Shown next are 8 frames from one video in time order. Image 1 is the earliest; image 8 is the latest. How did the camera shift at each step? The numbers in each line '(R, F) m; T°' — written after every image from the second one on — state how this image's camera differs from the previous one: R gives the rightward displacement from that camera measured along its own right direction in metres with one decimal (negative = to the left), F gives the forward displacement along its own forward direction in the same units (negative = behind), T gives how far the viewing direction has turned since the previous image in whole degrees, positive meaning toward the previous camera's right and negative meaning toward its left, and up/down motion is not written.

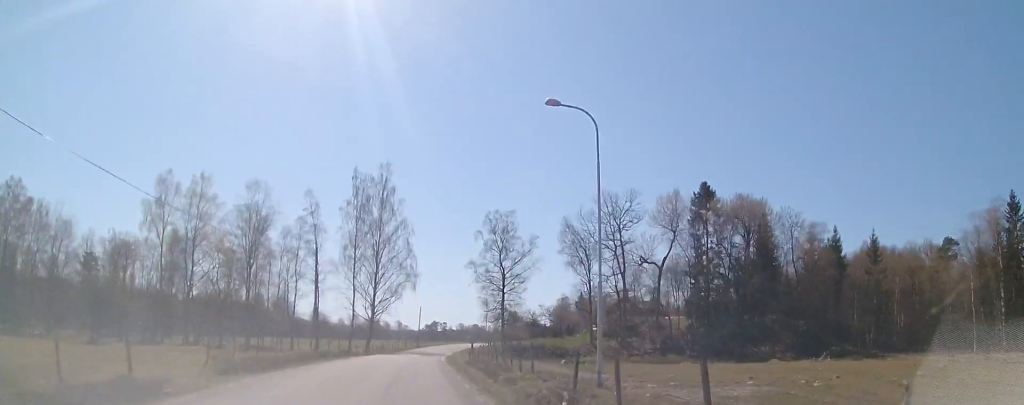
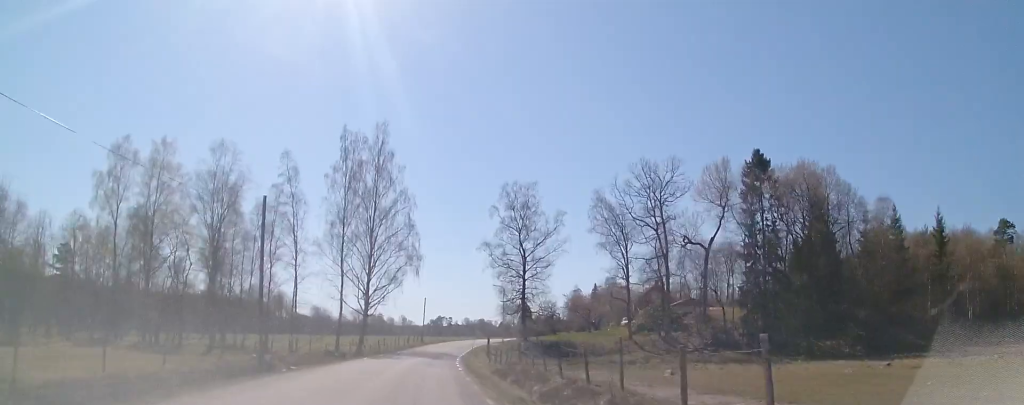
(-0.3, +12.9) m; -1°
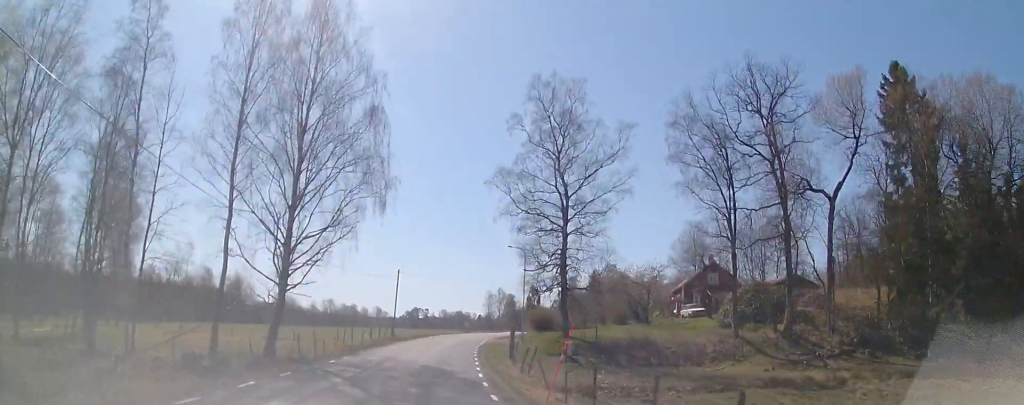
(-0.2, +27.2) m; 0°
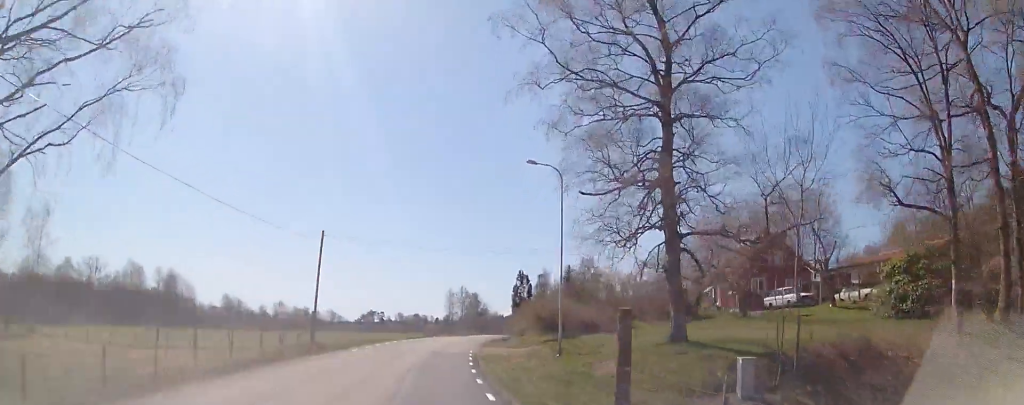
(+0.5, +22.2) m; +2°
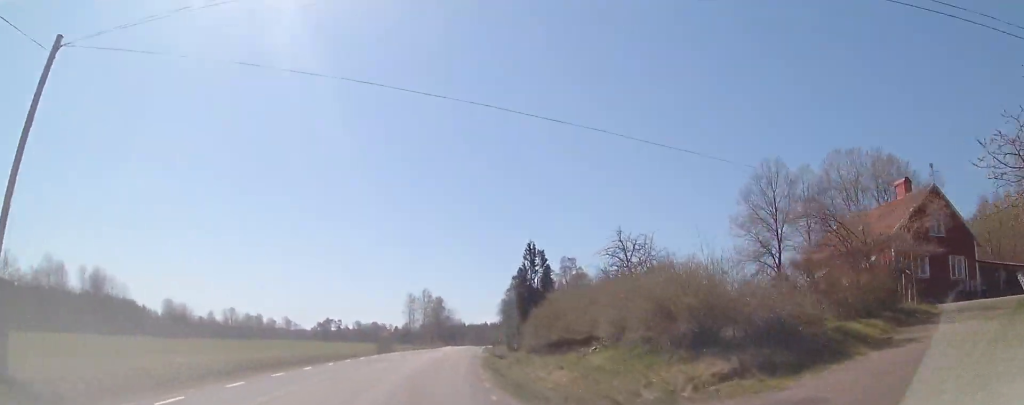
(+0.9, +23.8) m; +6°
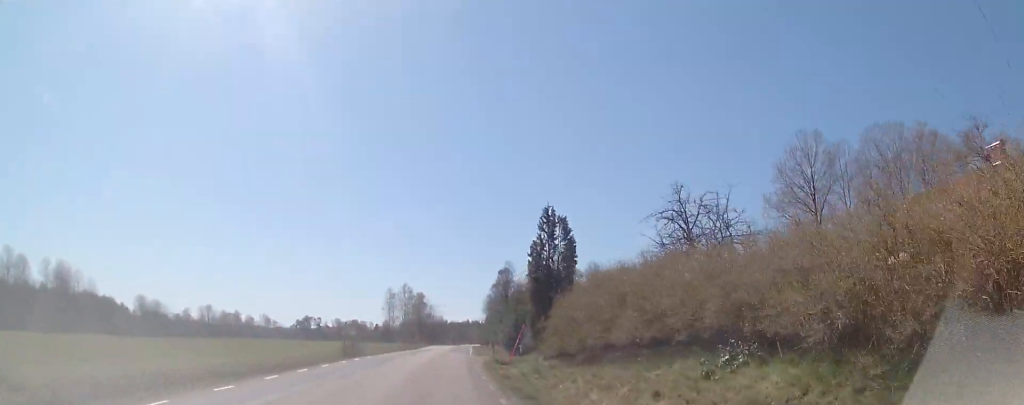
(+0.6, +10.0) m; +3°
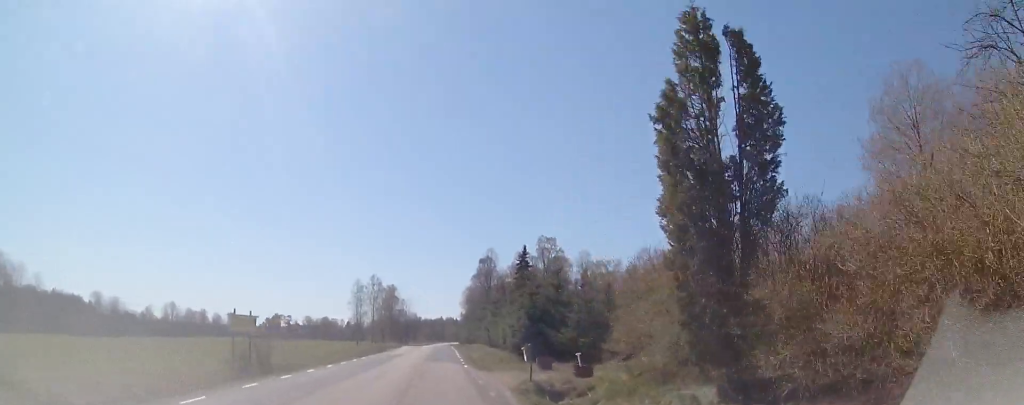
(+0.2, +17.0) m; +1°
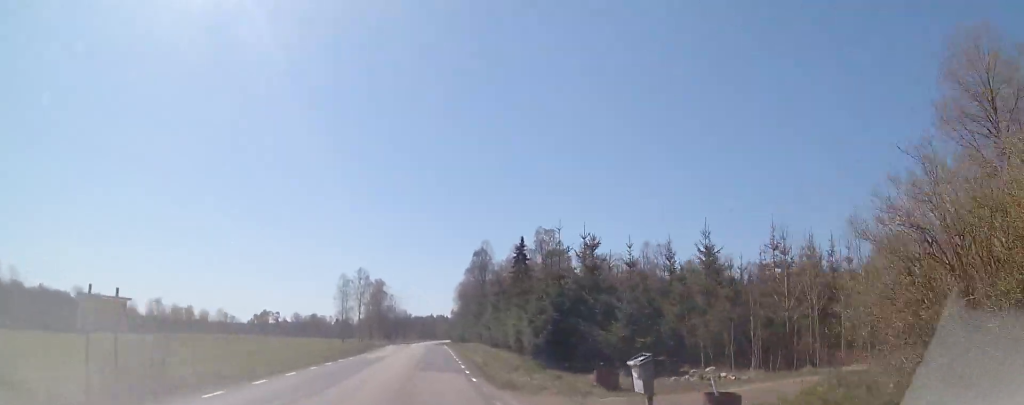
(0.0, +8.2) m; 0°
